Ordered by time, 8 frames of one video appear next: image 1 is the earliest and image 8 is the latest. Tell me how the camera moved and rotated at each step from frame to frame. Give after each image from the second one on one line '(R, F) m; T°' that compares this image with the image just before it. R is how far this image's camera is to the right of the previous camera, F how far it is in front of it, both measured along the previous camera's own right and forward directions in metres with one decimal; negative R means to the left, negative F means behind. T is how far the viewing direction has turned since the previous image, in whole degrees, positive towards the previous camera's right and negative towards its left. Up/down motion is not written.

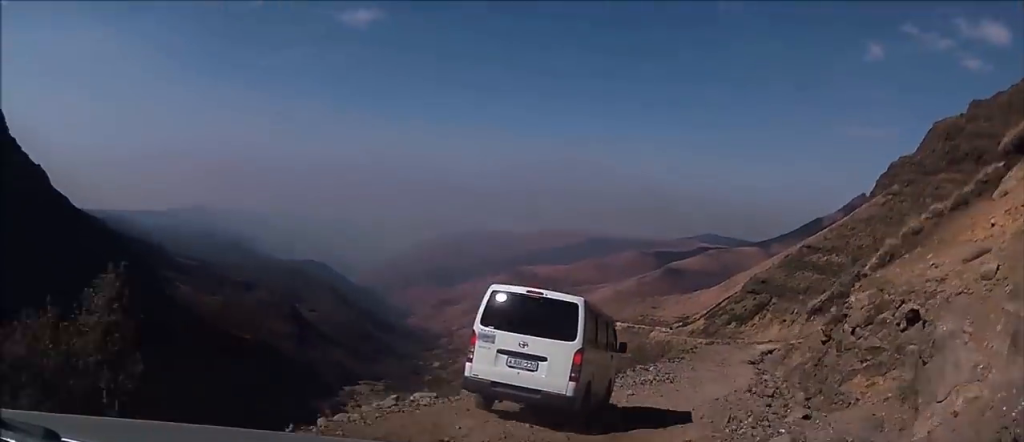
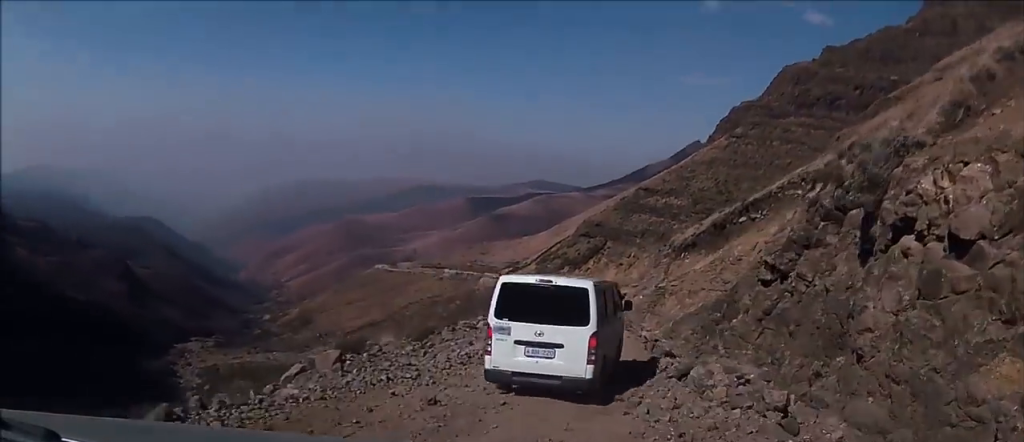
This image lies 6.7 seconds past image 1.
(0.0, +13.4) m; +5°
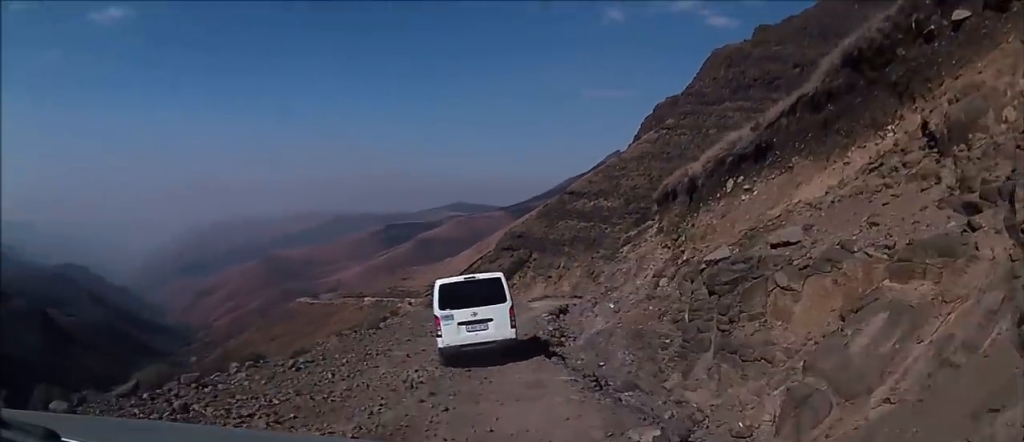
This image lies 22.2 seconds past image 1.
(+3.3, +30.9) m; +7°
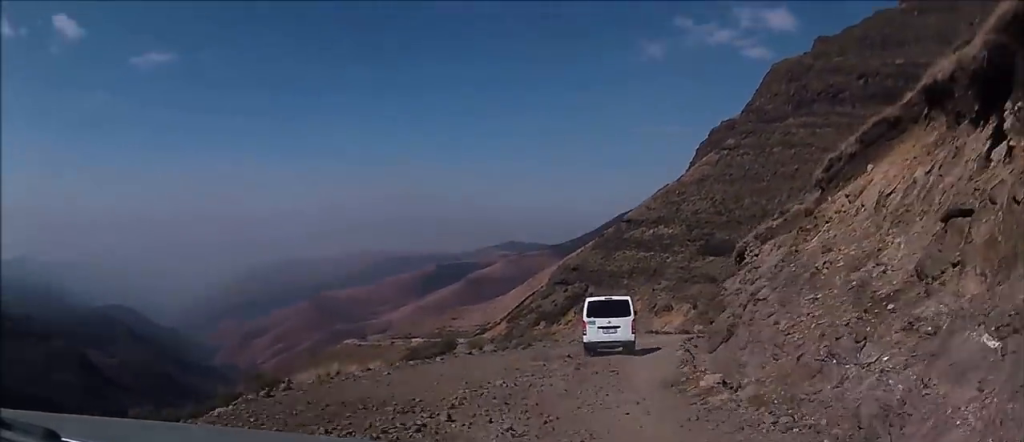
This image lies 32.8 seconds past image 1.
(+0.7, +26.3) m; +5°
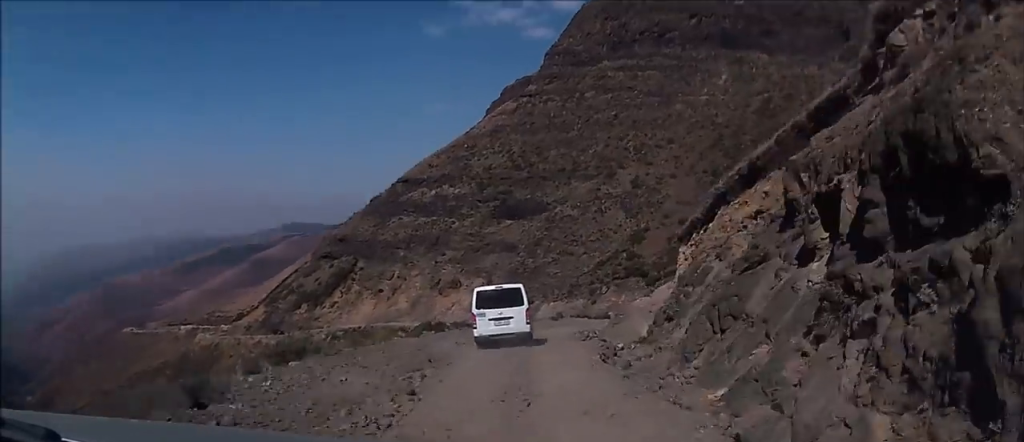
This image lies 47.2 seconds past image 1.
(+3.4, +43.8) m; +10°
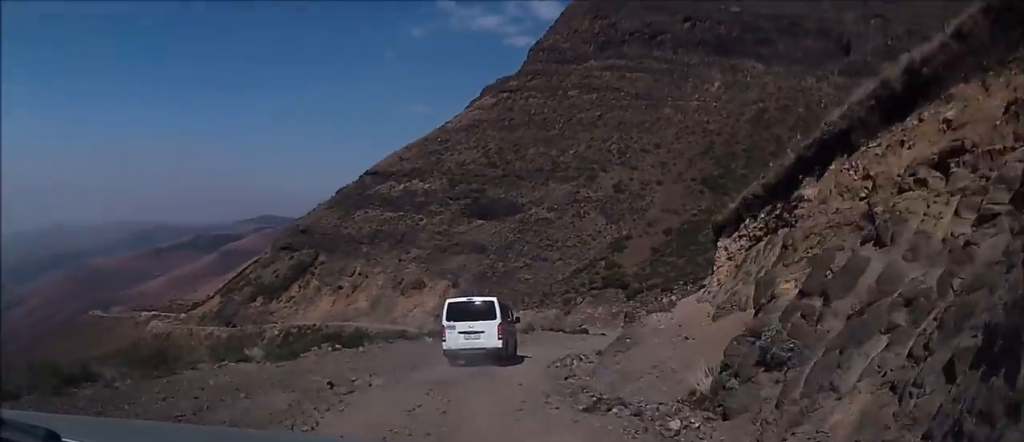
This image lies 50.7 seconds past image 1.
(+0.1, +11.5) m; +4°
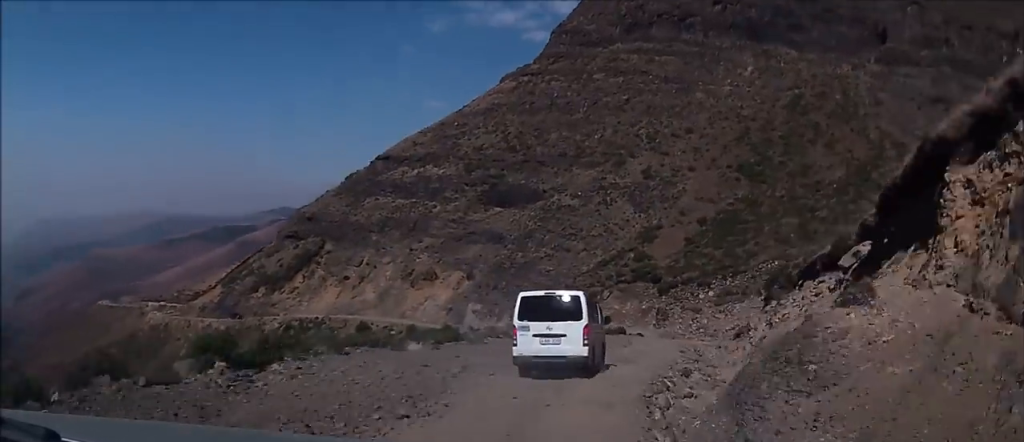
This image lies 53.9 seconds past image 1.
(-0.1, +10.5) m; +4°
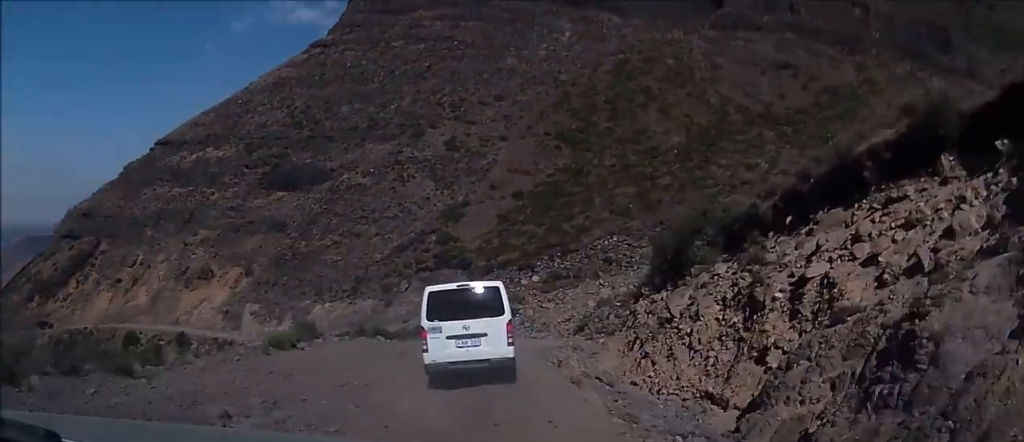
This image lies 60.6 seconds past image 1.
(+2.0, +21.4) m; +9°
